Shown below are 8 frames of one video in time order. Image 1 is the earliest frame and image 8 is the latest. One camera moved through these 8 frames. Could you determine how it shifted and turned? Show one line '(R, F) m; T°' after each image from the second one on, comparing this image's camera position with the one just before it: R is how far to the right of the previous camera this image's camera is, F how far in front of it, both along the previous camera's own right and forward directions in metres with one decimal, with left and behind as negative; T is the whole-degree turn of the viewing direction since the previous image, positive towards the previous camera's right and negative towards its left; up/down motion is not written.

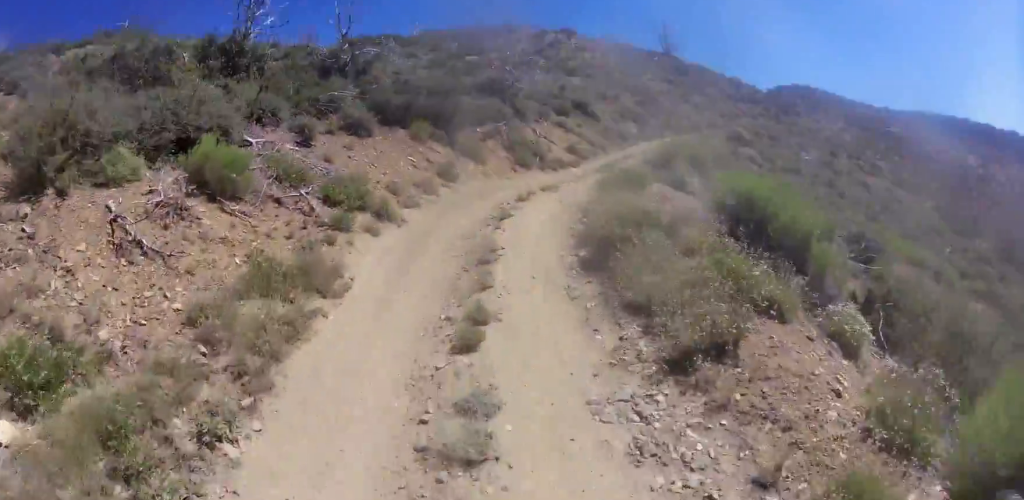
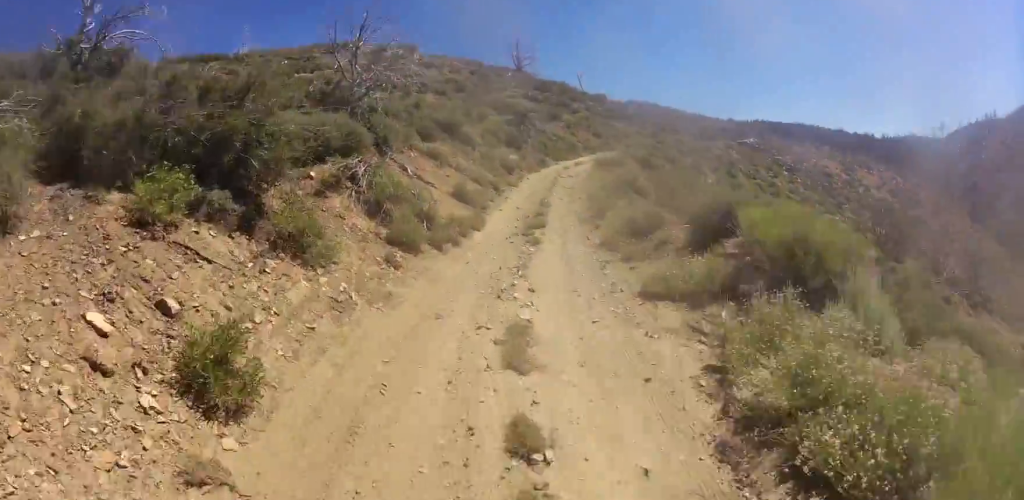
(+2.3, +9.1) m; +19°
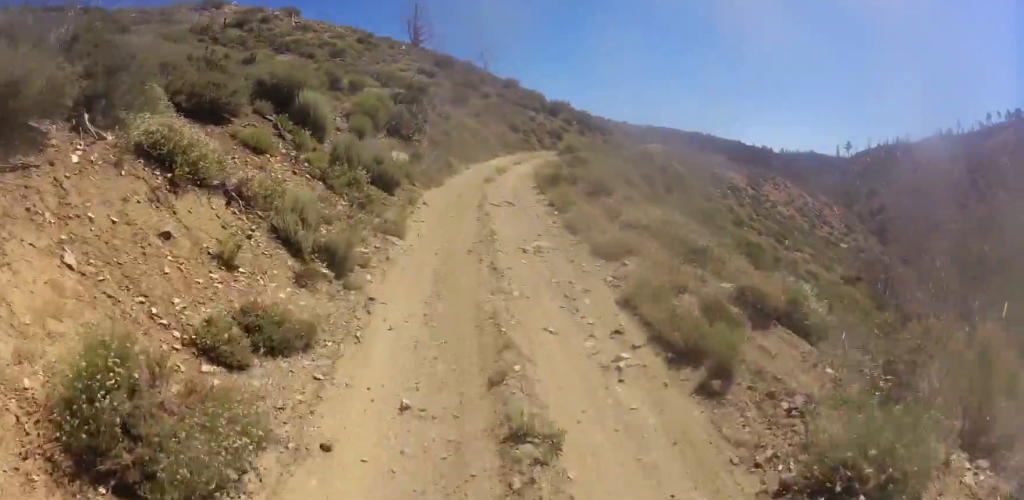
(+0.1, +13.2) m; +8°
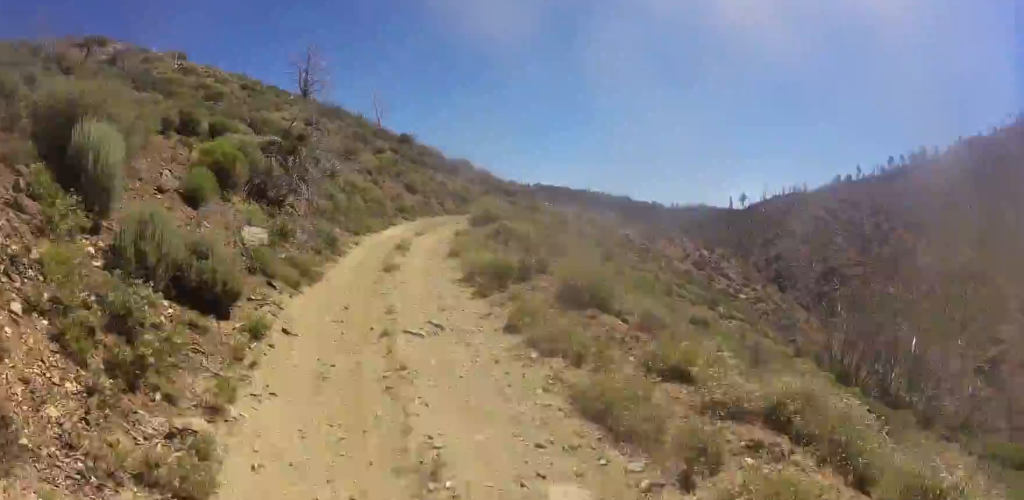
(+1.4, +6.2) m; +3°
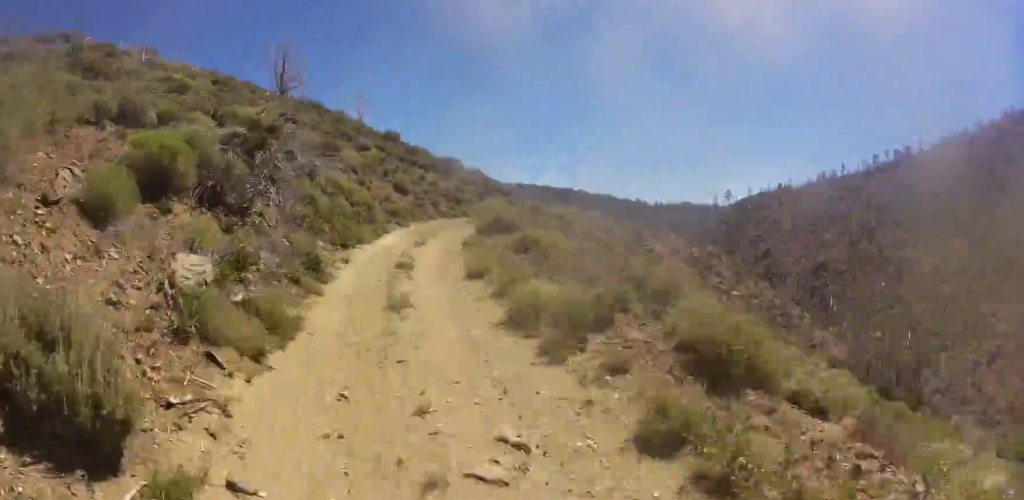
(0.0, +4.0) m; +4°
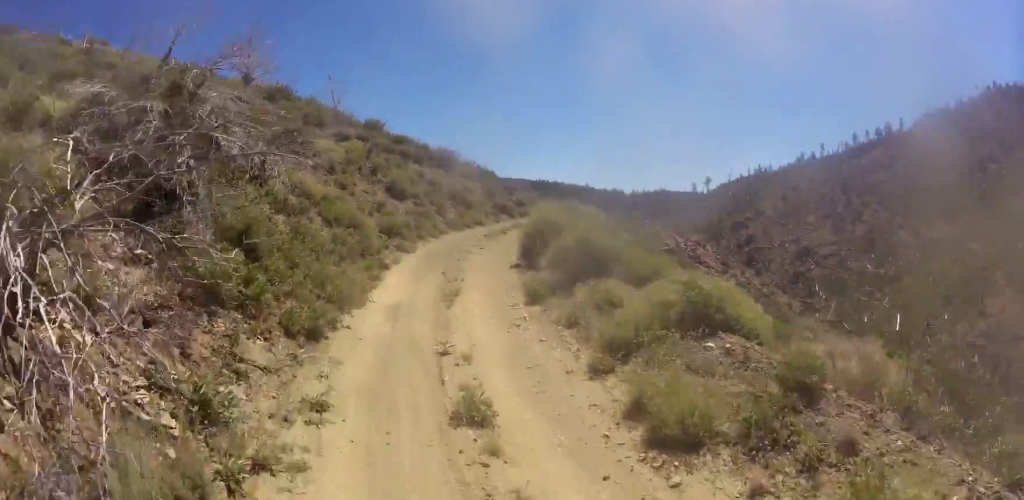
(-0.1, +8.7) m; +11°
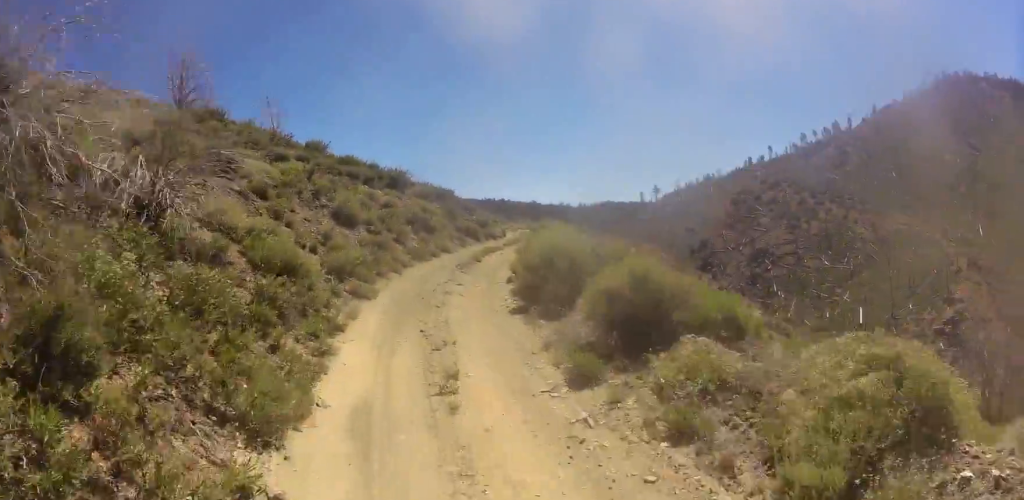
(+1.1, +4.2) m; +6°
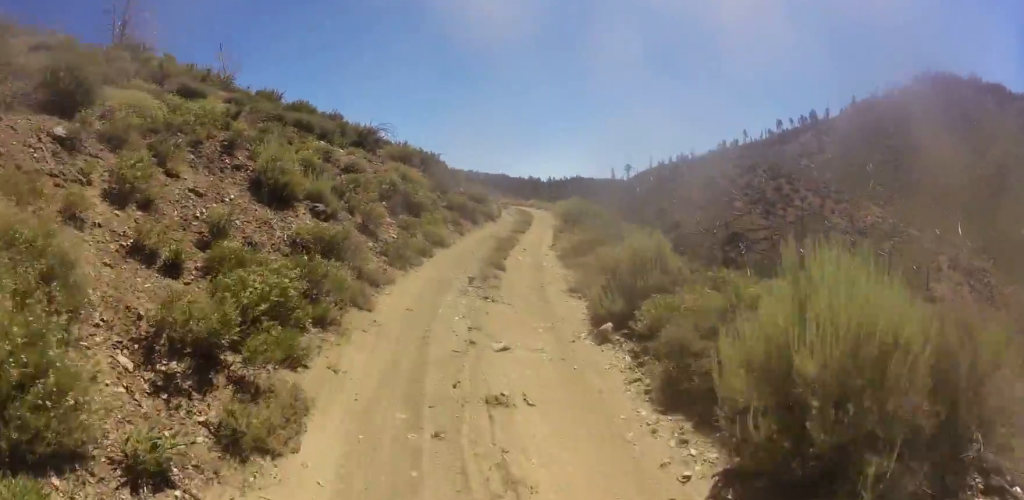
(-0.2, +8.5) m; +3°
